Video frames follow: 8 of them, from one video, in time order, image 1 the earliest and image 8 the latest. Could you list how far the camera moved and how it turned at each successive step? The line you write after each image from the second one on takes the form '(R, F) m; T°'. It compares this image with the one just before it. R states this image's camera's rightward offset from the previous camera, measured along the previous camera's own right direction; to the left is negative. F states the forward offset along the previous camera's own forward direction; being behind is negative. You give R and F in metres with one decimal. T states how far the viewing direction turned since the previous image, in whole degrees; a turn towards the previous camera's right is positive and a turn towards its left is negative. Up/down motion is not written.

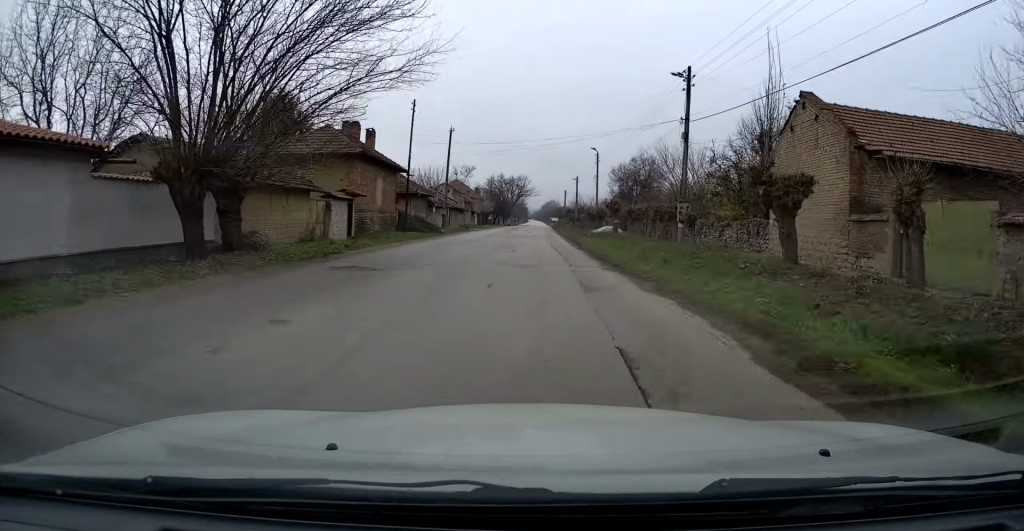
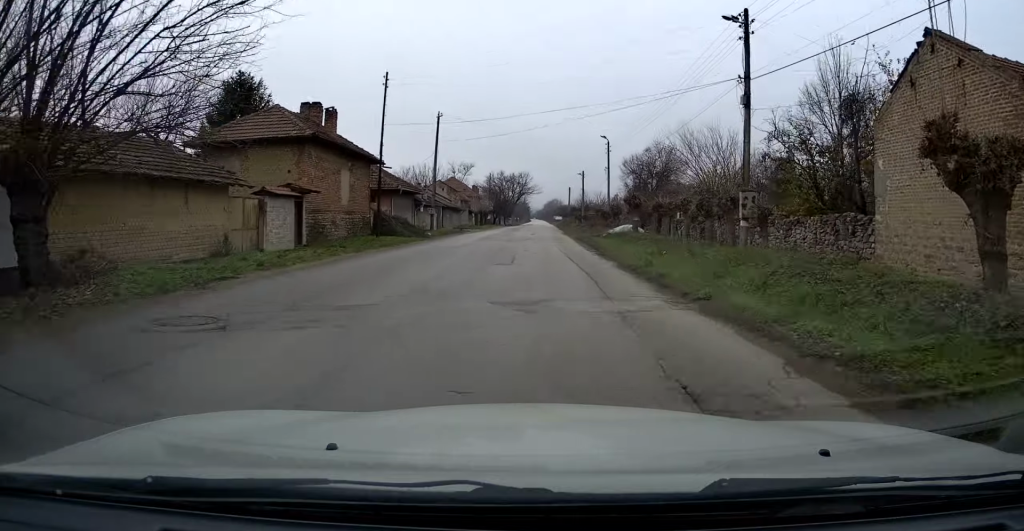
(0.0, +7.1) m; 0°
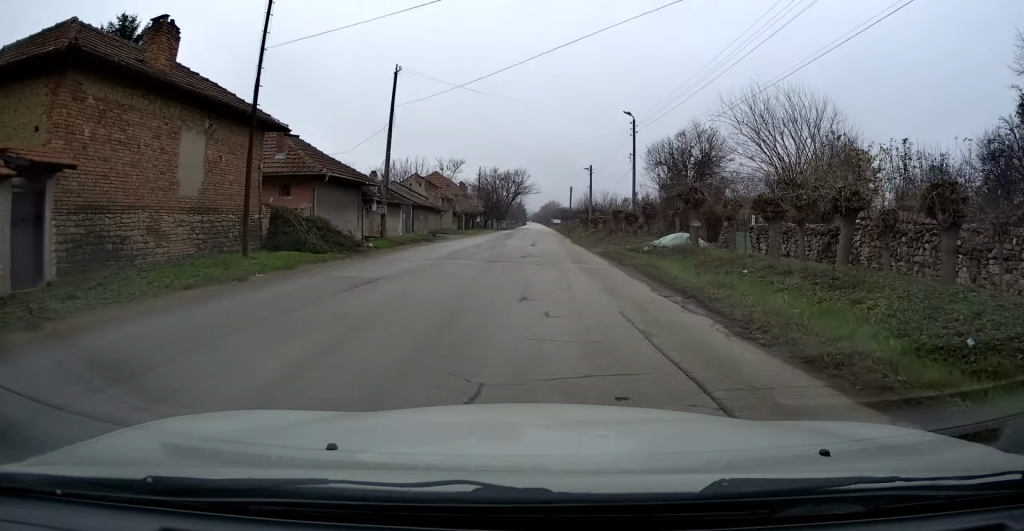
(+0.1, +13.4) m; 0°
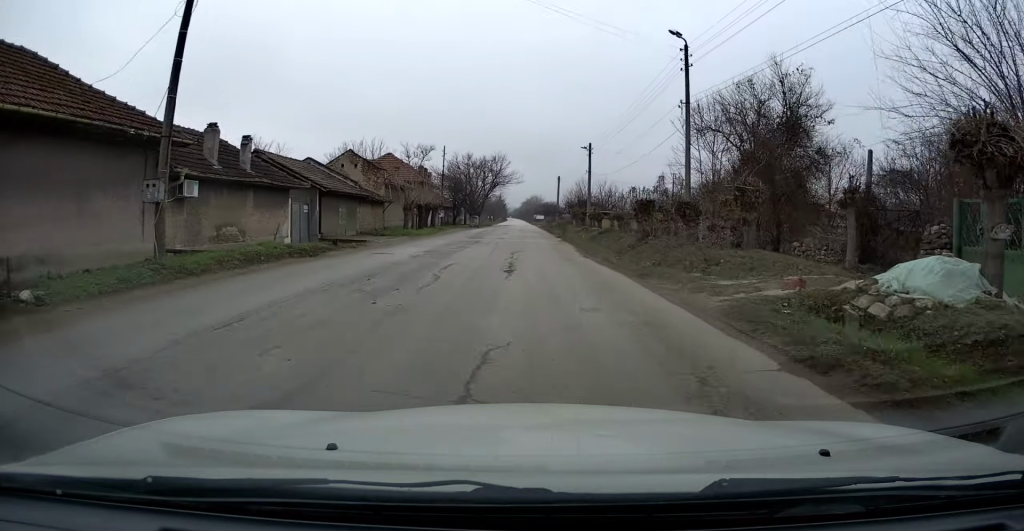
(-0.1, +16.7) m; 0°
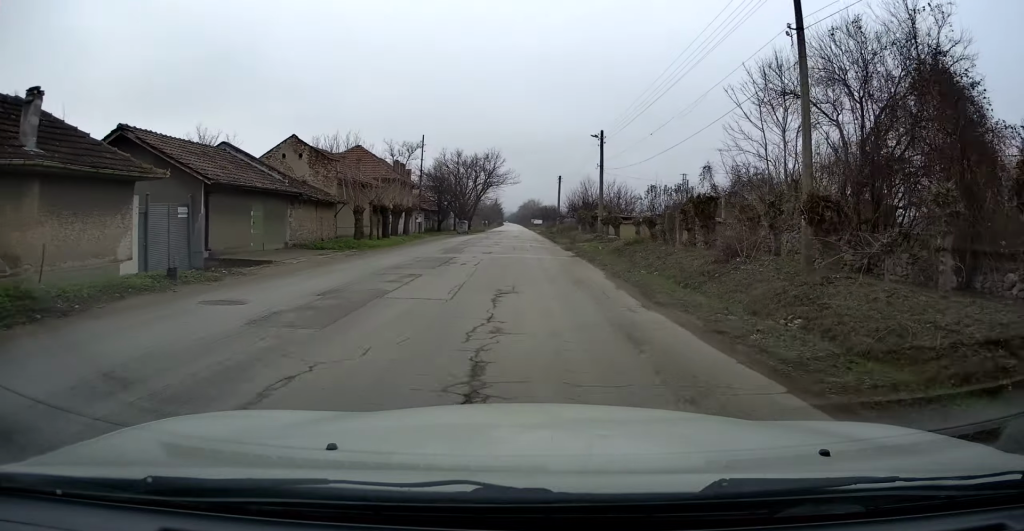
(0.0, +10.1) m; 0°
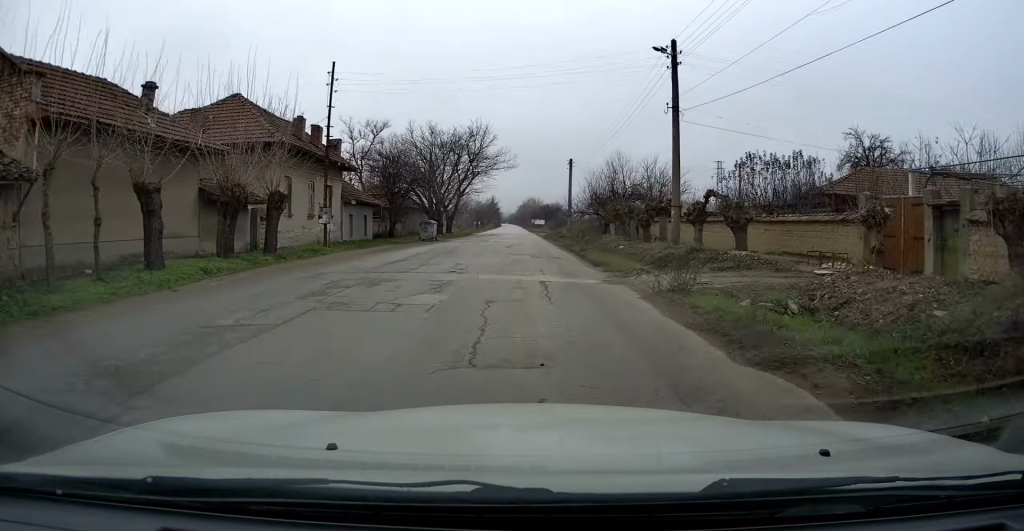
(+0.2, +21.2) m; +1°
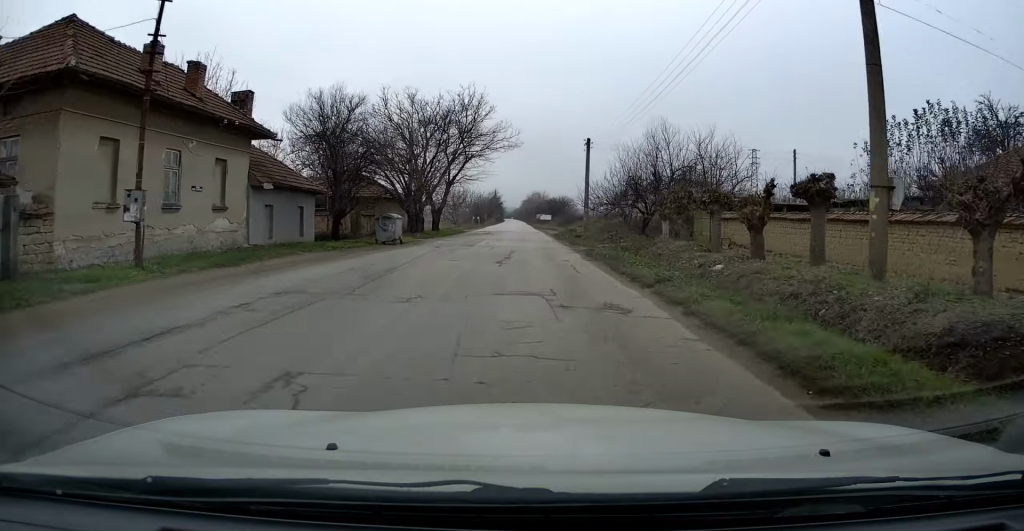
(+0.1, +11.9) m; +1°
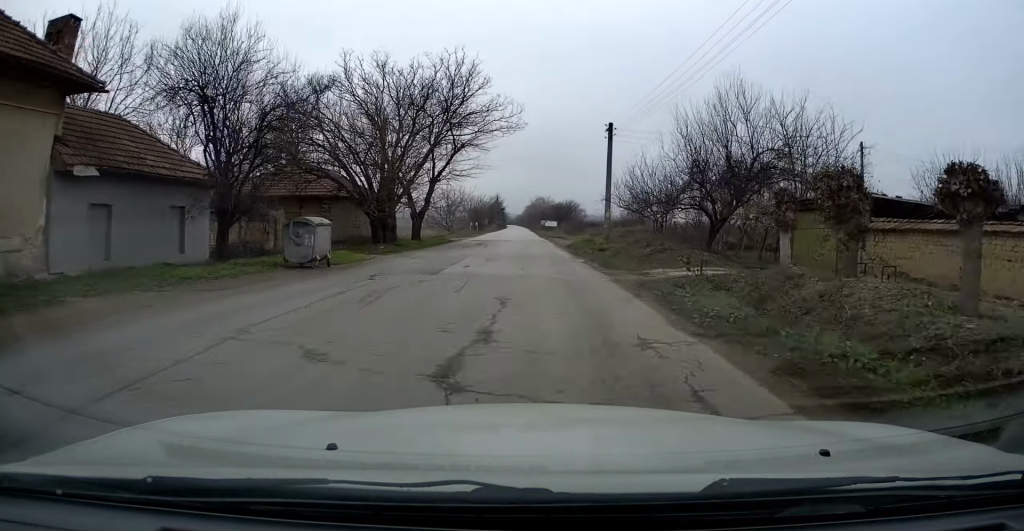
(0.0, +10.1) m; 0°
